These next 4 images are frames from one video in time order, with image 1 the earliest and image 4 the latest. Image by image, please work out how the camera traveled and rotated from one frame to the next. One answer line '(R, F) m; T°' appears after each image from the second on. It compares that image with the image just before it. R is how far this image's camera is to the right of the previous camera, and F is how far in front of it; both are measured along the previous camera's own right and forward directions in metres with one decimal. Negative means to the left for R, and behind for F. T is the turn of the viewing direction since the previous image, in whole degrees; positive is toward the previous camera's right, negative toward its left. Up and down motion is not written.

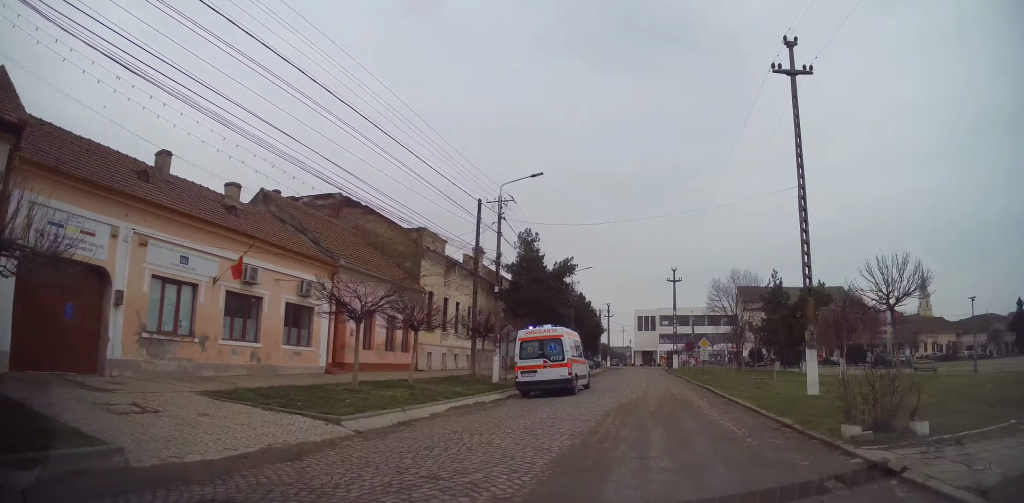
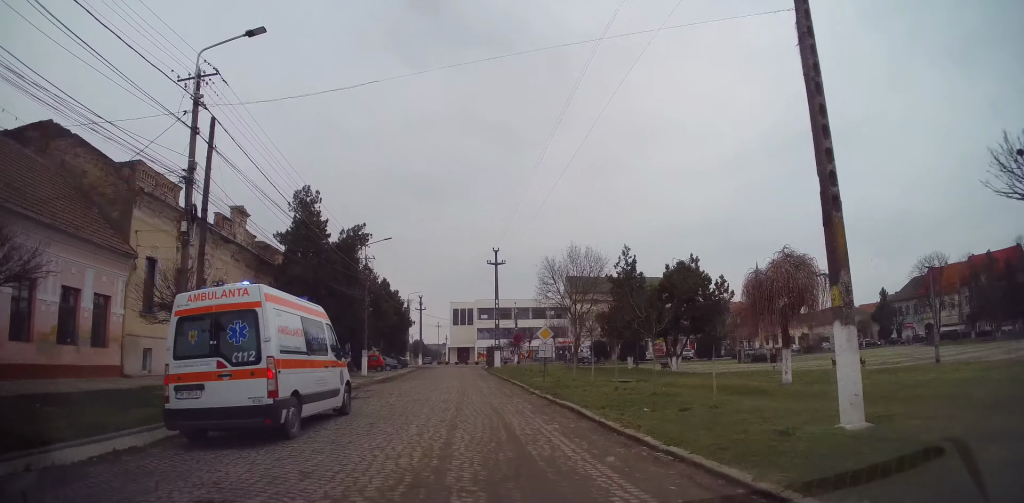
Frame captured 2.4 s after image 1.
(+2.9, +9.0) m; +24°
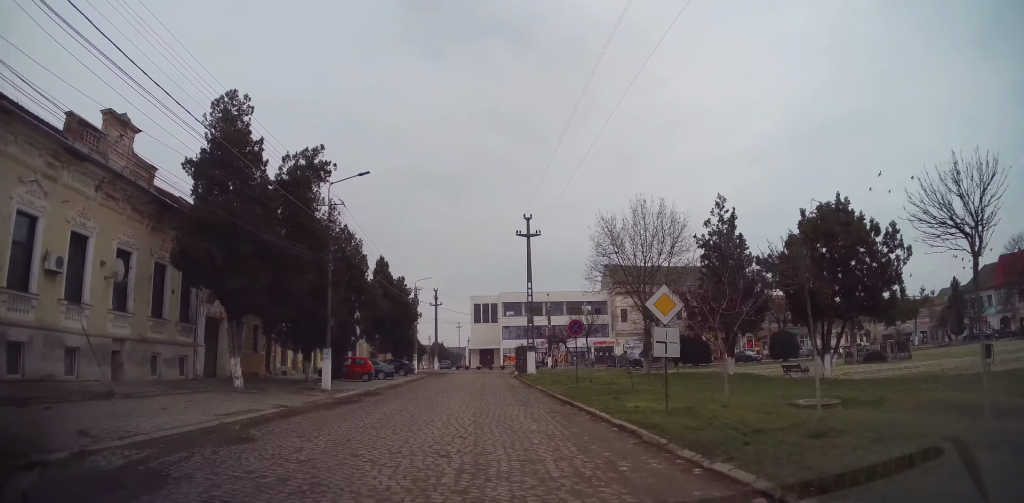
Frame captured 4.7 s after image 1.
(+0.2, +12.3) m; -1°
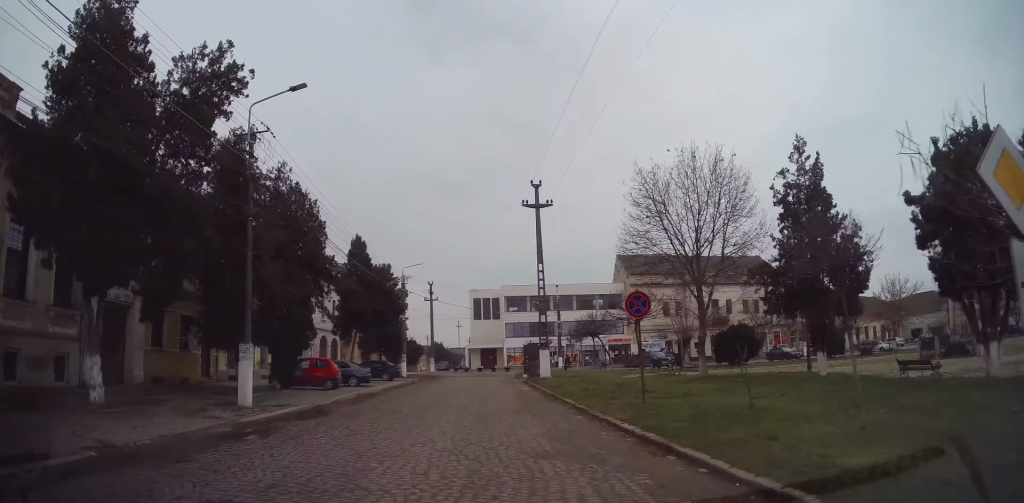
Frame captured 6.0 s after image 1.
(-0.1, +8.0) m; -1°
